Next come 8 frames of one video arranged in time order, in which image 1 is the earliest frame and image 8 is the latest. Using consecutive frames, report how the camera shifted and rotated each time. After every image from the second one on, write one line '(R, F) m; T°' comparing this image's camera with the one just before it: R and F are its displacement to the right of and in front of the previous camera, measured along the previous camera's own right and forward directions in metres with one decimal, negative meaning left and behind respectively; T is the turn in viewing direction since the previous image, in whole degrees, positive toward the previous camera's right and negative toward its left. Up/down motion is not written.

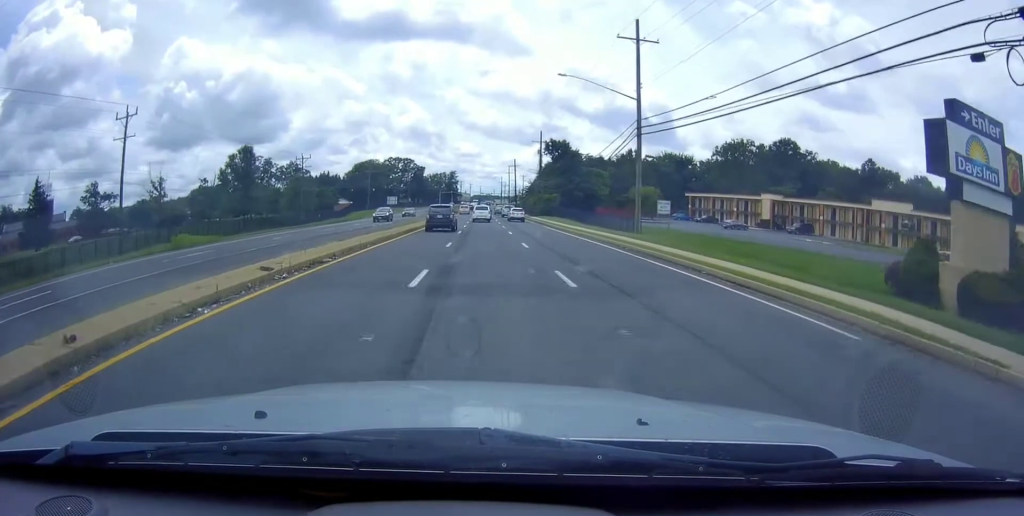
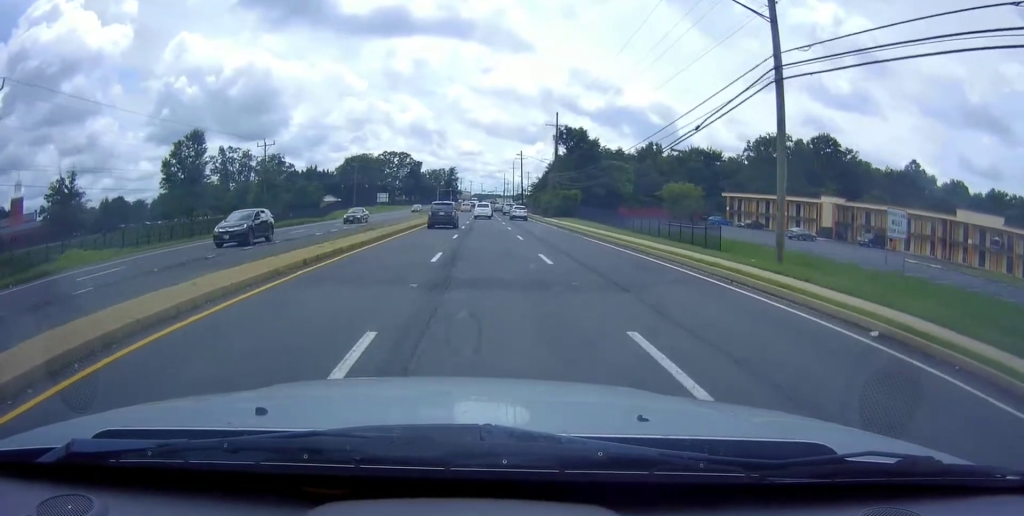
(+0.1, +20.2) m; 0°
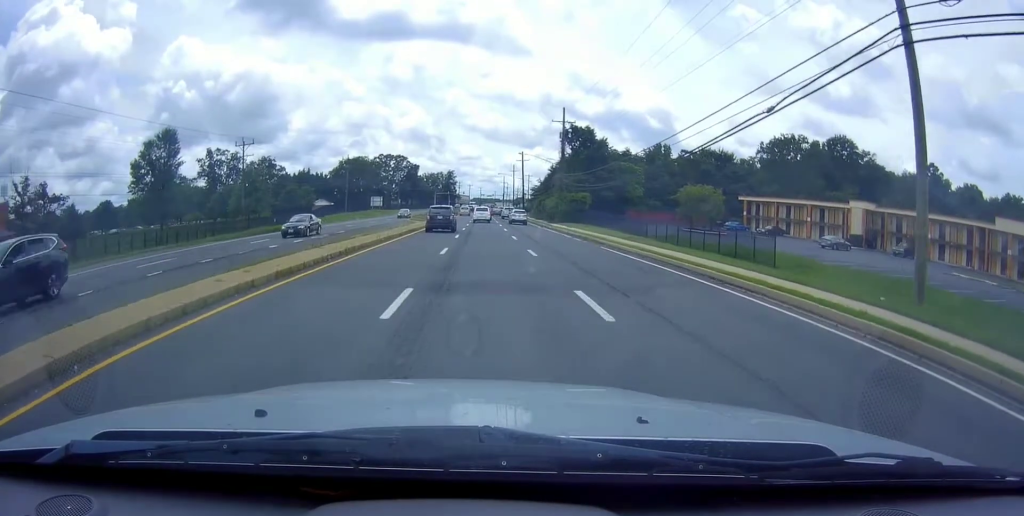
(0.0, +8.2) m; 0°
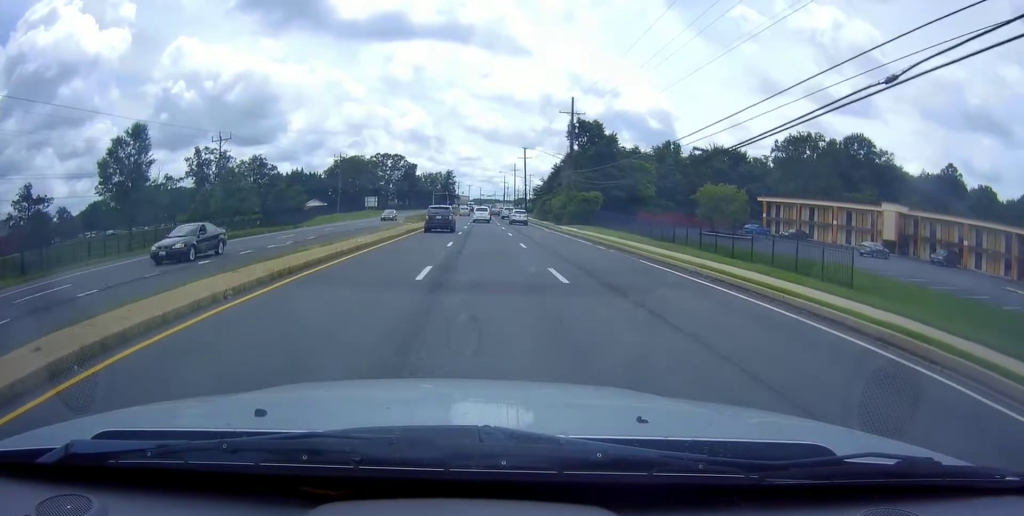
(-0.1, +7.5) m; 0°
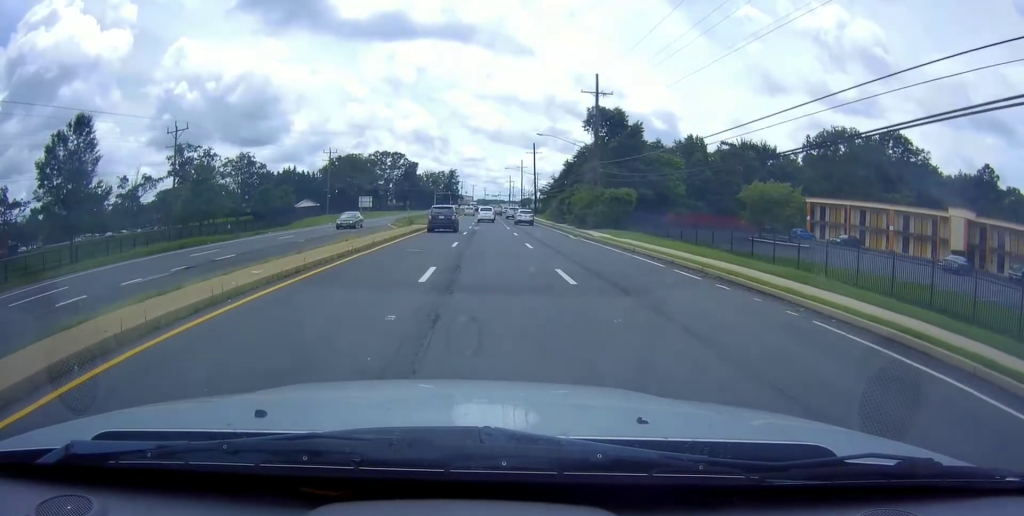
(-0.1, +12.5) m; 0°
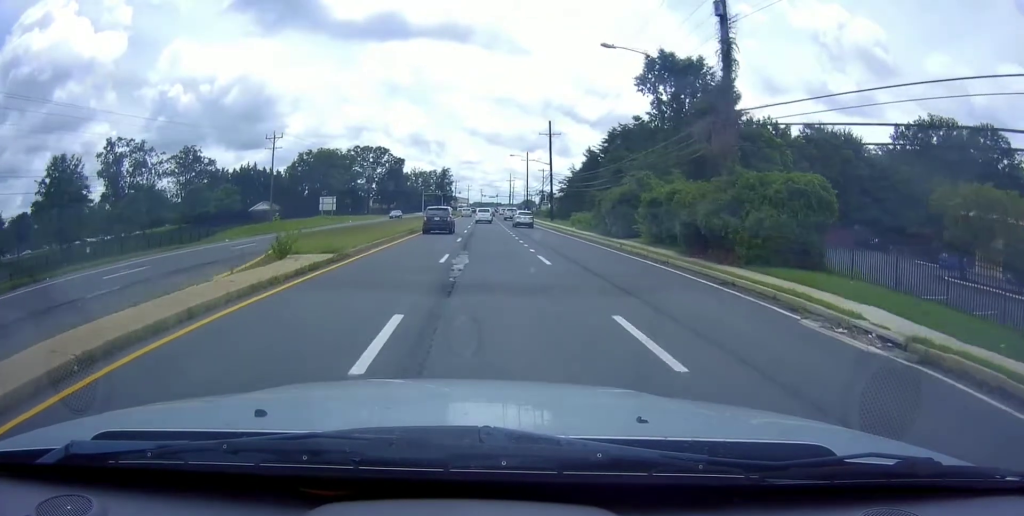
(+0.5, +31.7) m; +1°
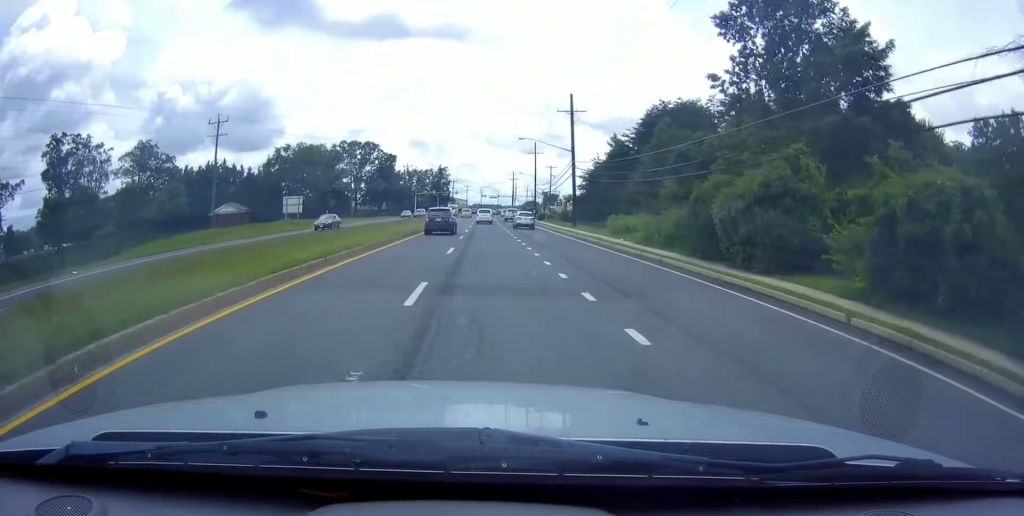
(-0.2, +20.3) m; -1°
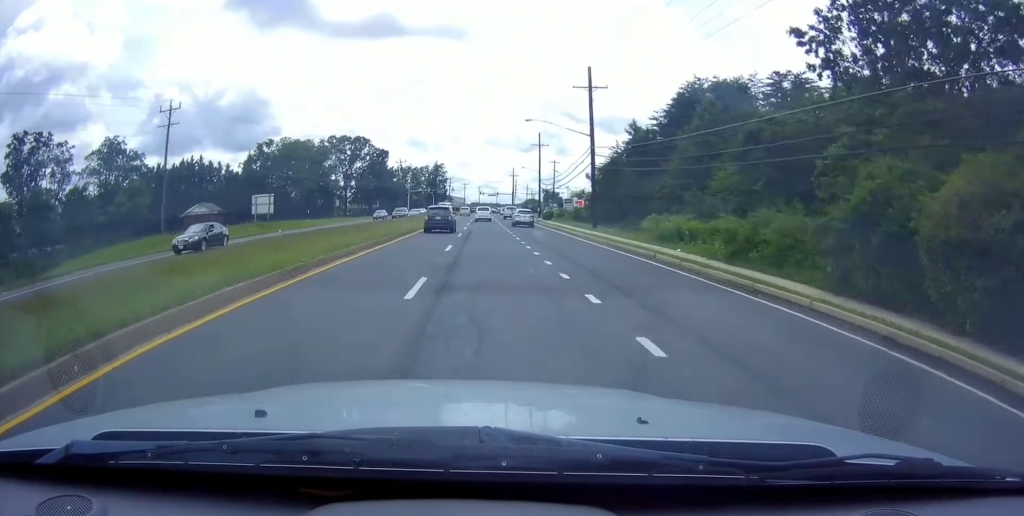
(0.0, +12.0) m; +1°
